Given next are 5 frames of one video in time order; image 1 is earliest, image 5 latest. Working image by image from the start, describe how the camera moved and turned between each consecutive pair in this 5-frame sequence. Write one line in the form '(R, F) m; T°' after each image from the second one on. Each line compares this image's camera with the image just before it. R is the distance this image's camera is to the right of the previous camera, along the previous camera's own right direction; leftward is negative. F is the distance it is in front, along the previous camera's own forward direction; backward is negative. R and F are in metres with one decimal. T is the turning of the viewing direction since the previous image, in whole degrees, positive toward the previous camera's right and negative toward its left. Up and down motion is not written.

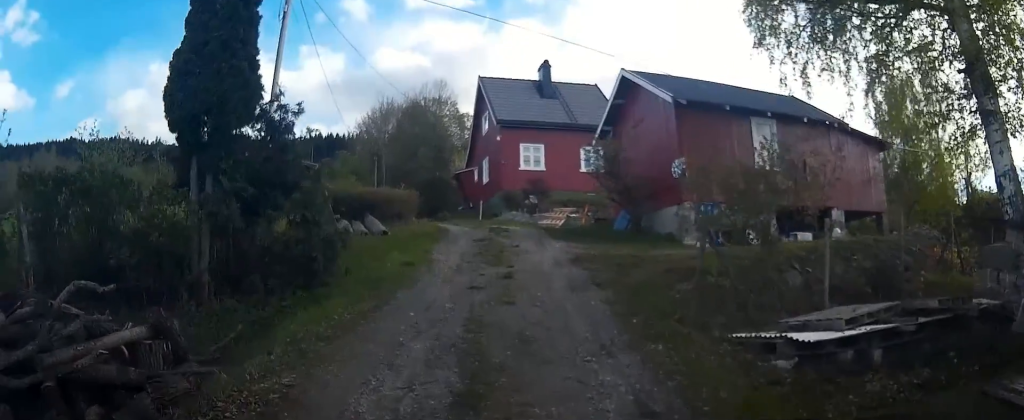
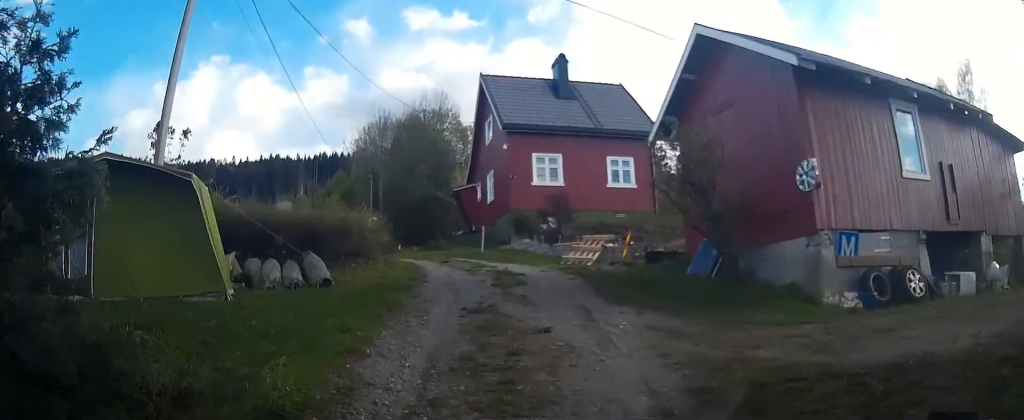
(+0.3, +5.8) m; 0°
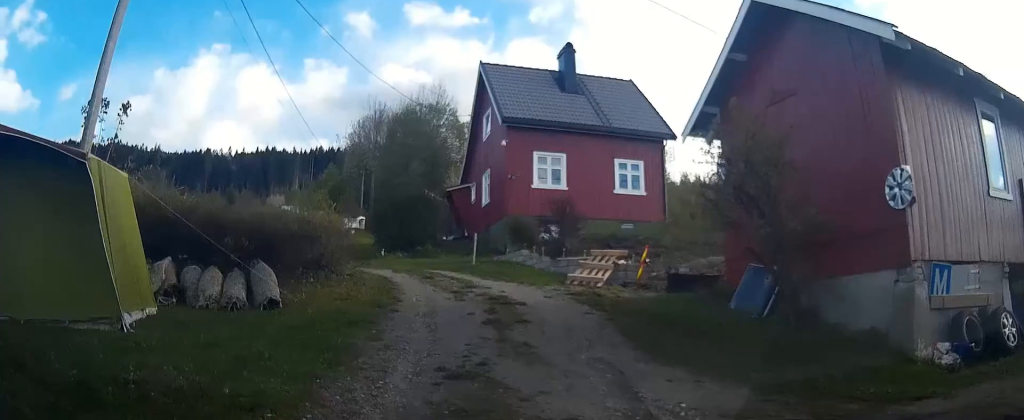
(-0.1, +2.4) m; -2°
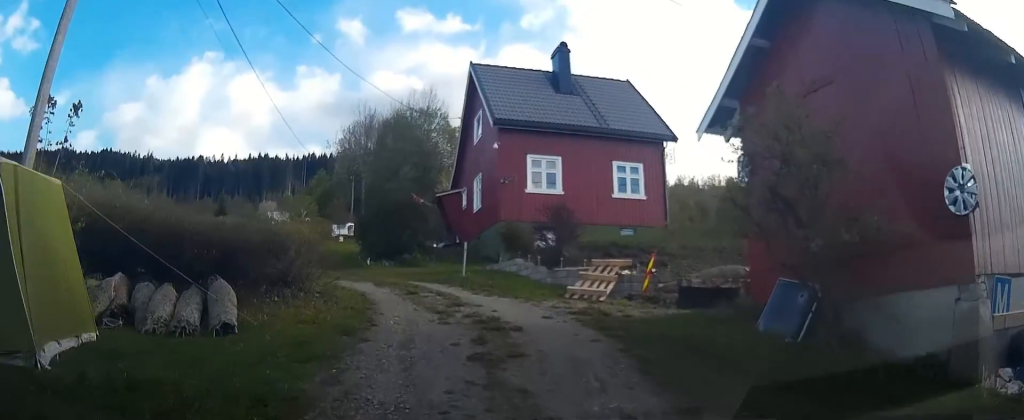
(0.0, +1.3) m; -1°
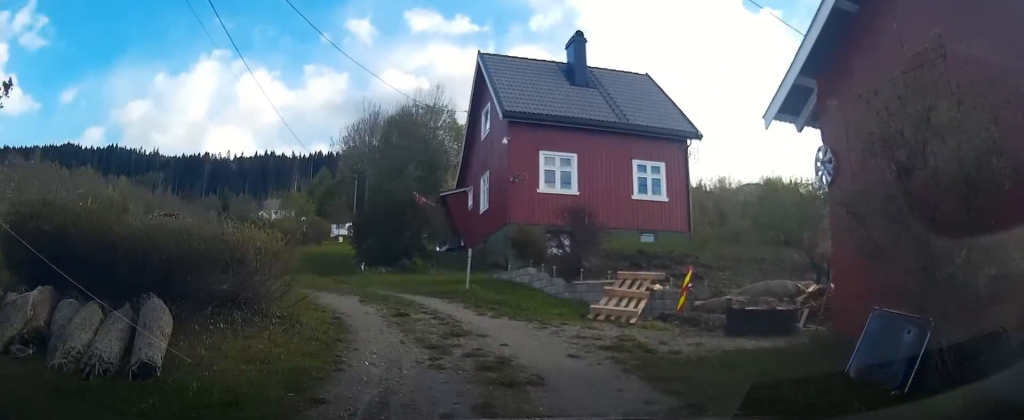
(0.0, +2.0) m; -1°
